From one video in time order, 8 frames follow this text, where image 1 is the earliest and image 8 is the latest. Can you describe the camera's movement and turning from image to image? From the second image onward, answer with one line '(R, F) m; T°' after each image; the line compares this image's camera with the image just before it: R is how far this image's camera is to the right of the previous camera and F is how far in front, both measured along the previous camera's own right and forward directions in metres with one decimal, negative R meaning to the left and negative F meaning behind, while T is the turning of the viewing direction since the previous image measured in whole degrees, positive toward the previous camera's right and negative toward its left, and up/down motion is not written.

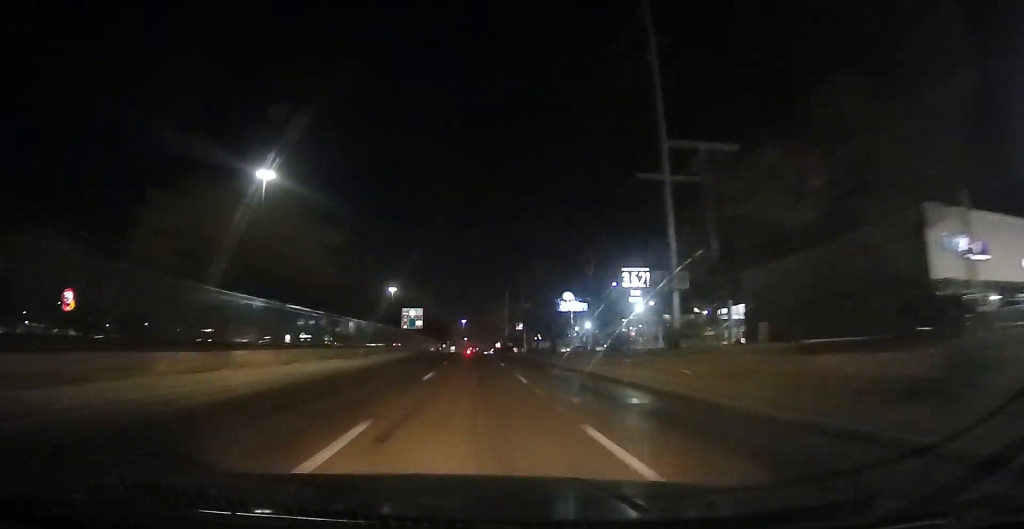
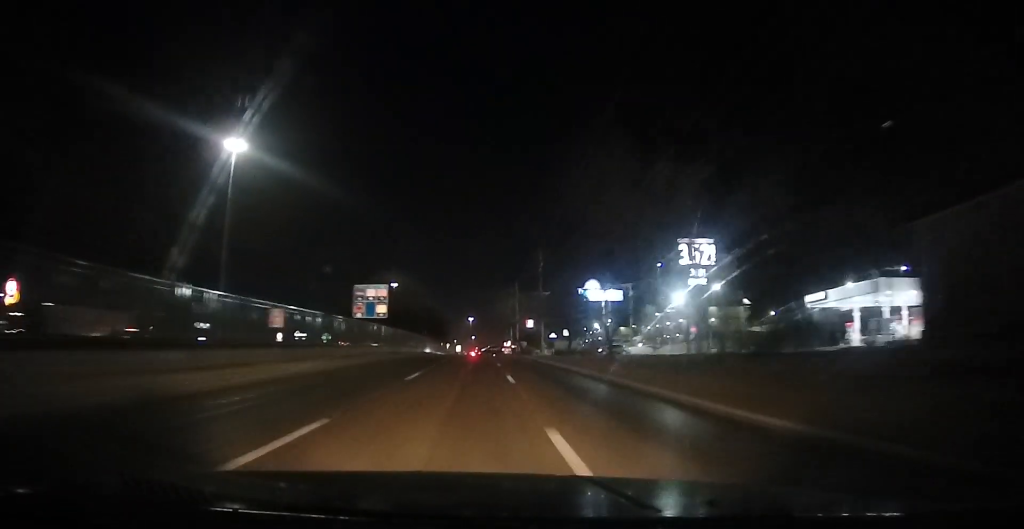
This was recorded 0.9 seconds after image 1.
(-0.1, +25.0) m; 0°
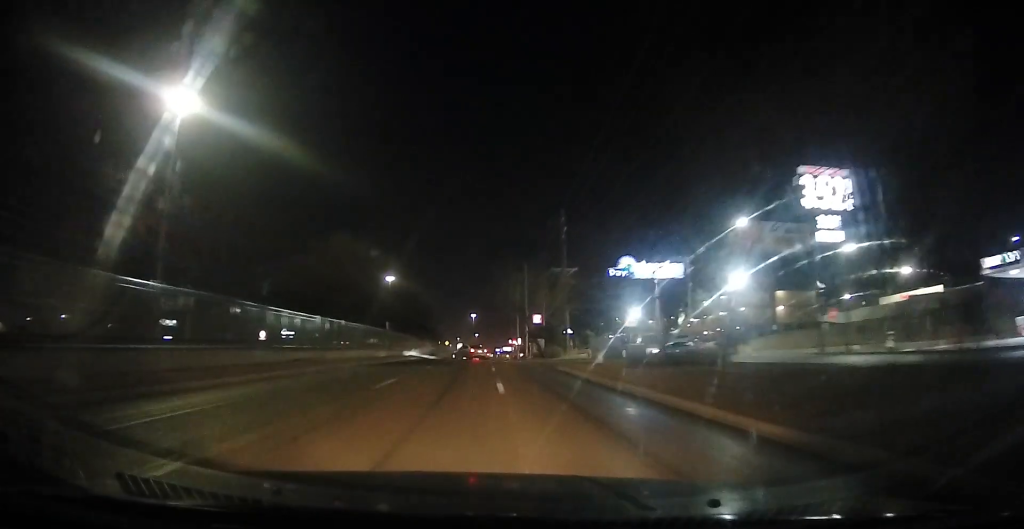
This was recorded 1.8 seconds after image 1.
(-0.1, +28.0) m; 0°
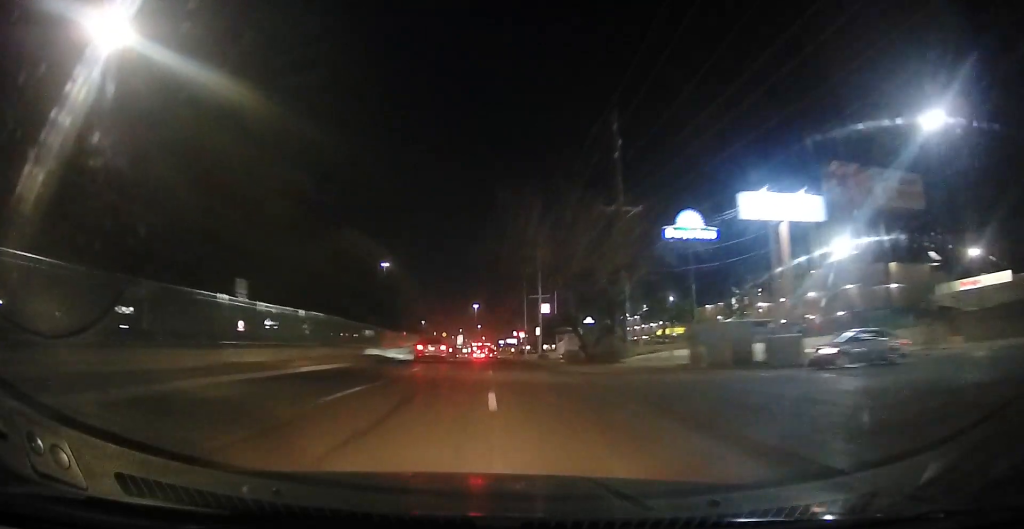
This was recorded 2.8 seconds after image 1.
(+0.2, +28.1) m; 0°
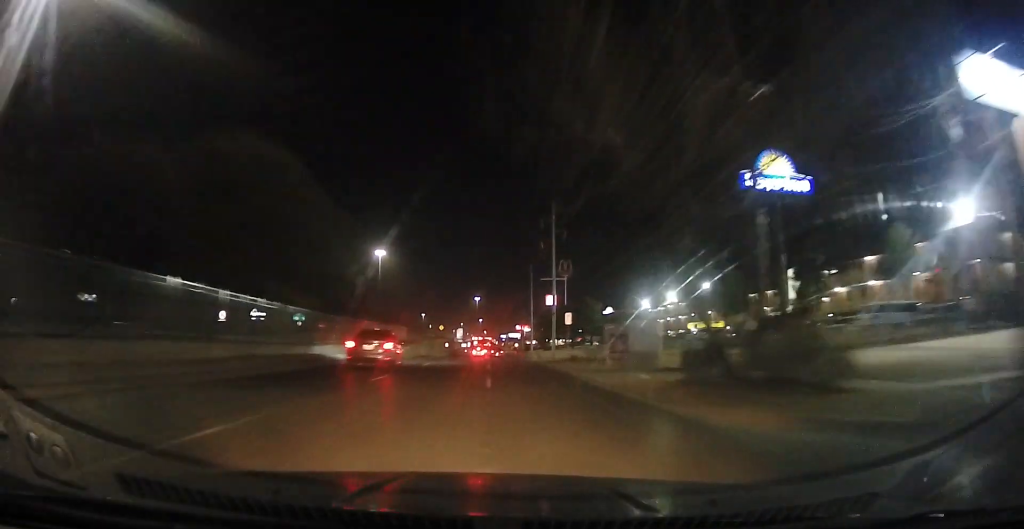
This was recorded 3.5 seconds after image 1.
(+0.1, +20.3) m; -1°
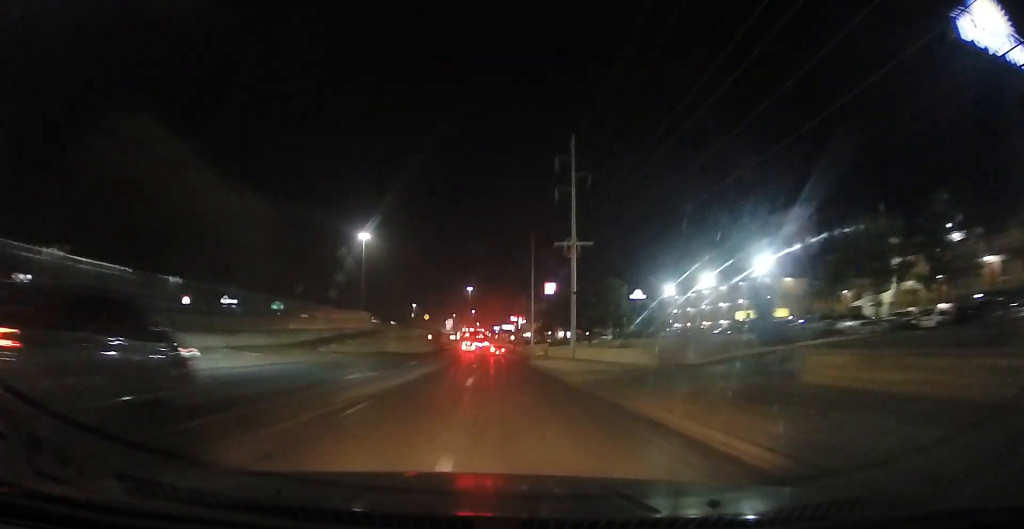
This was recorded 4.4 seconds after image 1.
(-0.3, +25.8) m; -1°
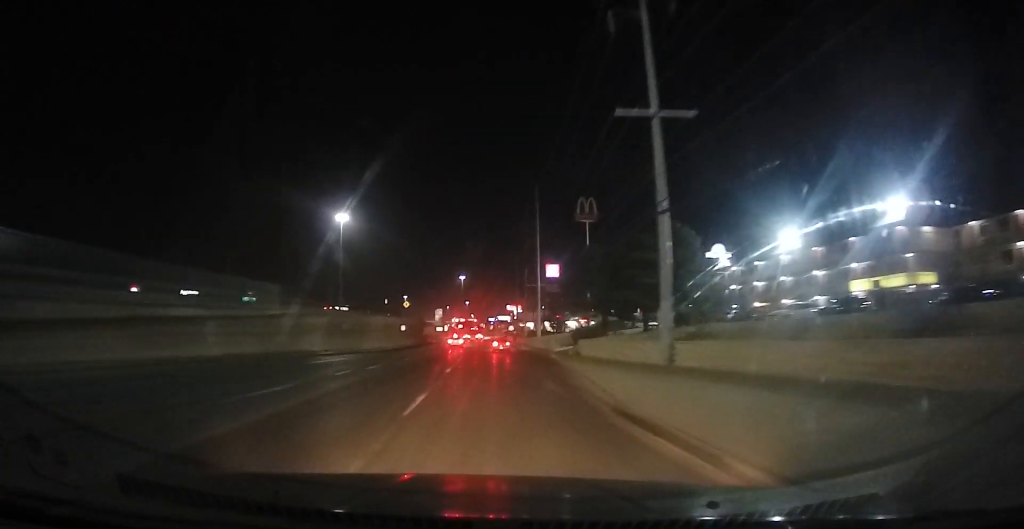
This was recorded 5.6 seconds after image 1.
(-0.1, +32.1) m; +1°
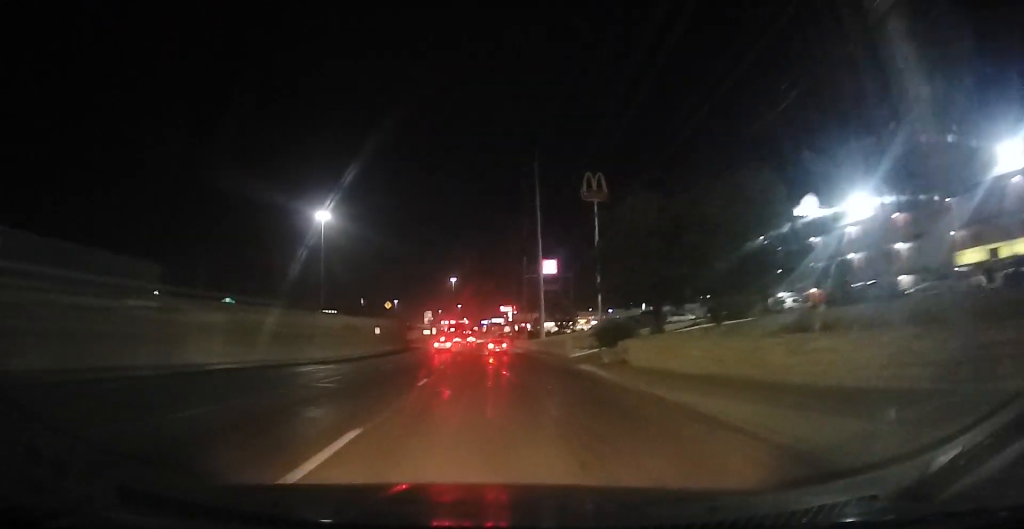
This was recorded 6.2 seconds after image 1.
(+0.2, +17.7) m; +1°
